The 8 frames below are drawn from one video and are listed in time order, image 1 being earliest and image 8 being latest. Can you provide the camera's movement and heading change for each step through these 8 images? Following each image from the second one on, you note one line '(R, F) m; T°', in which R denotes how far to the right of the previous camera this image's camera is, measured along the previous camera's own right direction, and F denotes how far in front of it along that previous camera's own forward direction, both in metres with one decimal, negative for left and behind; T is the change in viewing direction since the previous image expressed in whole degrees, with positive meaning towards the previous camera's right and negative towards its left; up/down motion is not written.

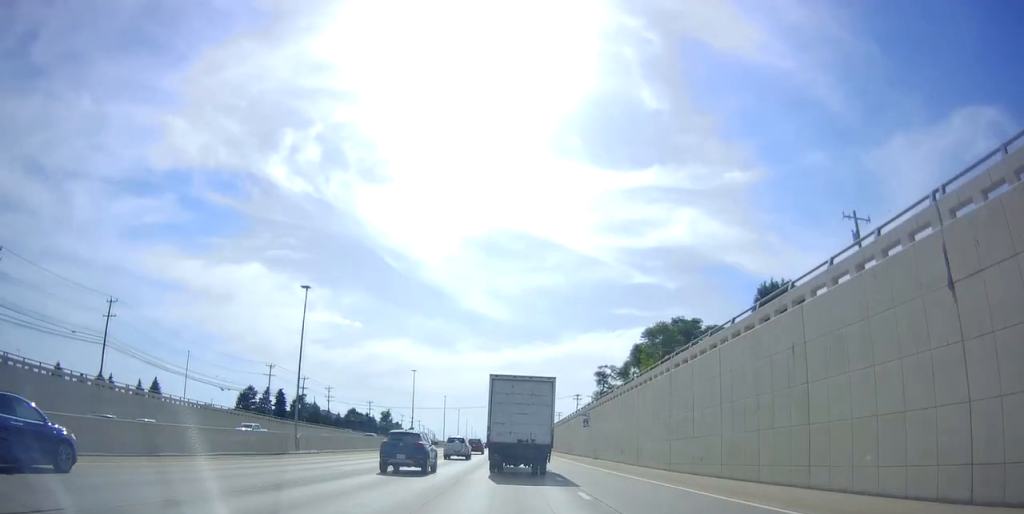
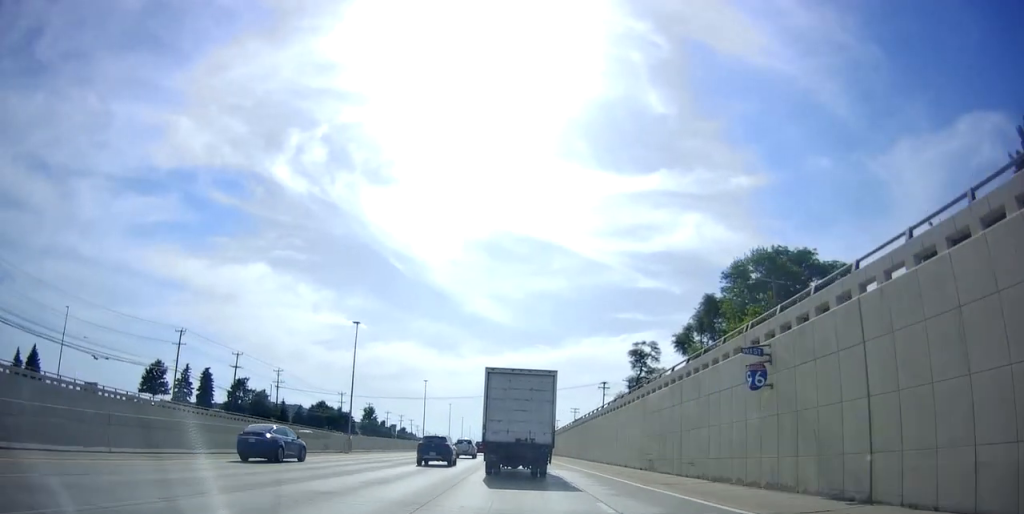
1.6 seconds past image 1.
(+0.6, +41.7) m; +1°
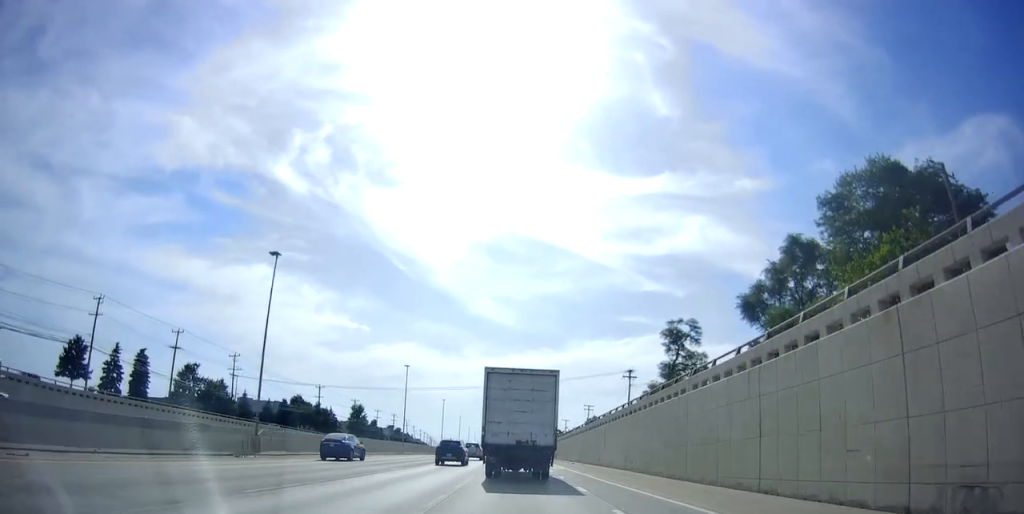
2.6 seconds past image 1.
(0.0, +24.2) m; -1°
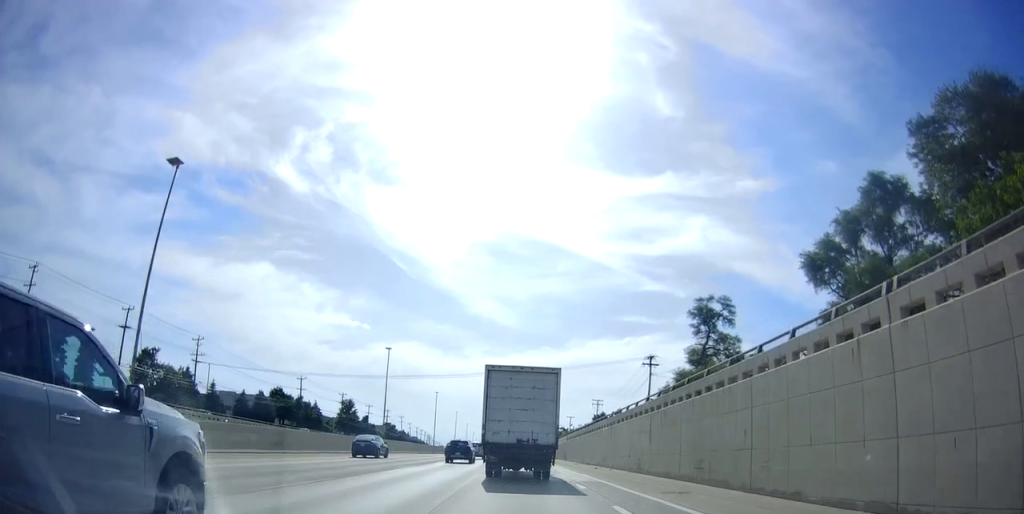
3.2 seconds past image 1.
(-0.2, +14.7) m; 0°
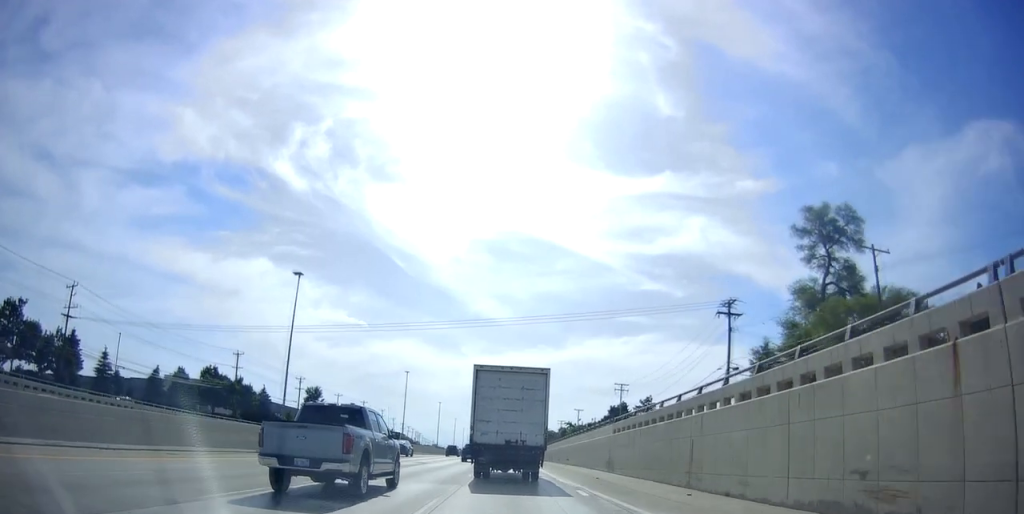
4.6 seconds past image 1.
(+0.2, +33.7) m; 0°
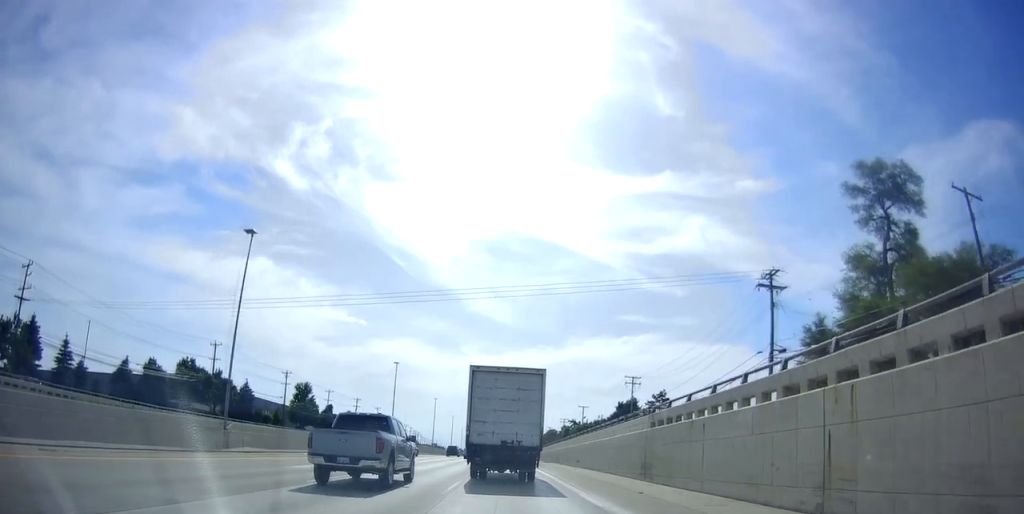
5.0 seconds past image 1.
(-0.1, +9.4) m; 0°
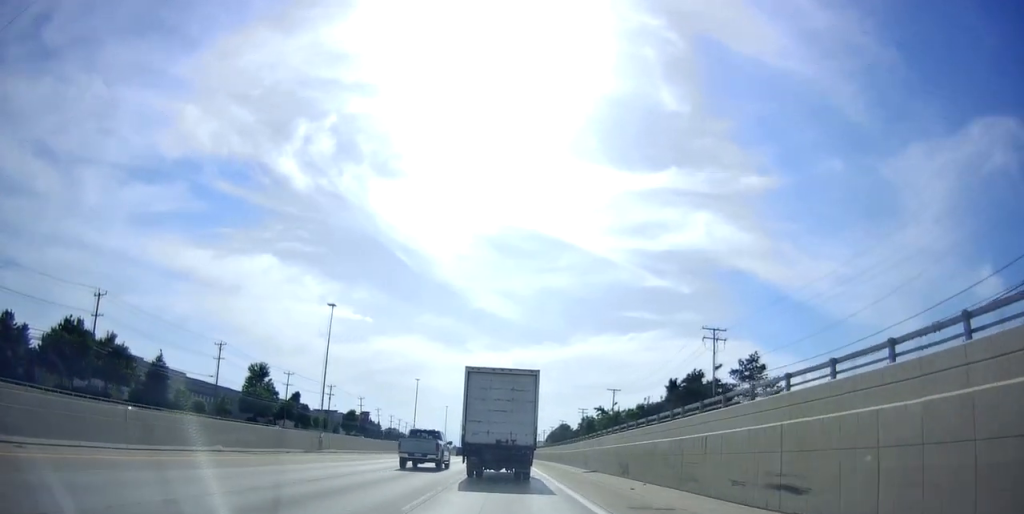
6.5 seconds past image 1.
(0.0, +35.8) m; 0°
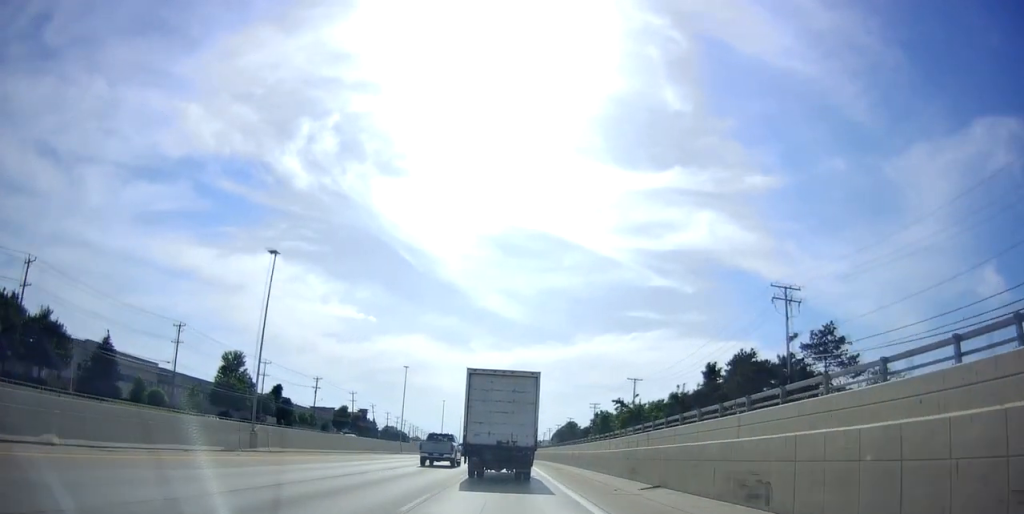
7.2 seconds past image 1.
(-0.2, +15.5) m; 0°
